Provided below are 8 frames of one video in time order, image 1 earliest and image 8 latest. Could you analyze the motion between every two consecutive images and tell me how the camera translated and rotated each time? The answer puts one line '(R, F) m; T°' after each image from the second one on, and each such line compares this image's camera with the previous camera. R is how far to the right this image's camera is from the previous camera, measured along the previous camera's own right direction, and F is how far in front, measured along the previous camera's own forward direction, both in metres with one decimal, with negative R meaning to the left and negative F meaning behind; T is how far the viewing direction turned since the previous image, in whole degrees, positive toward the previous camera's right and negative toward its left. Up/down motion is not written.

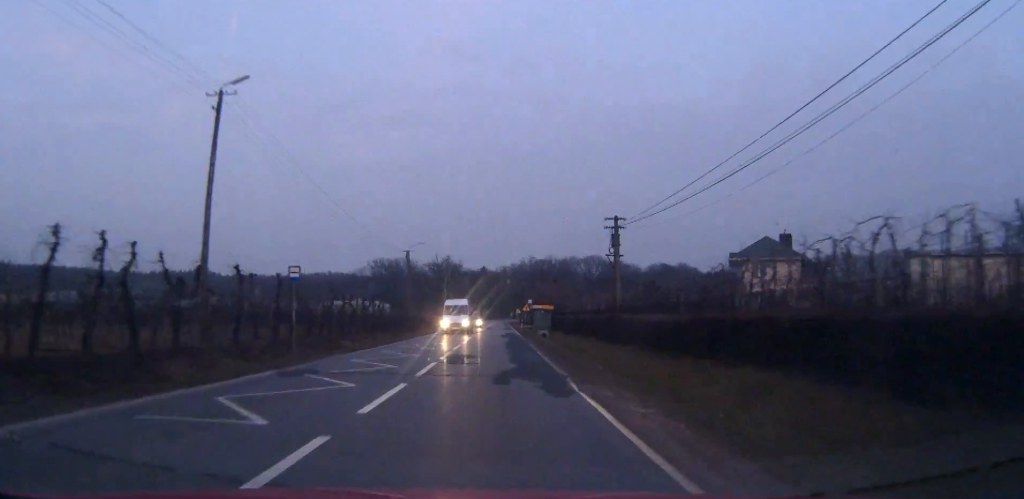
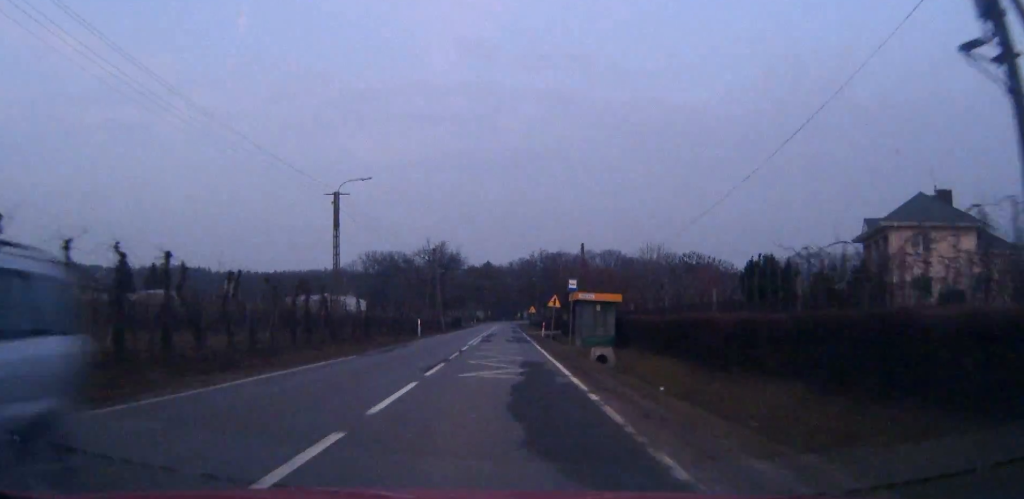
(0.0, +36.1) m; 0°
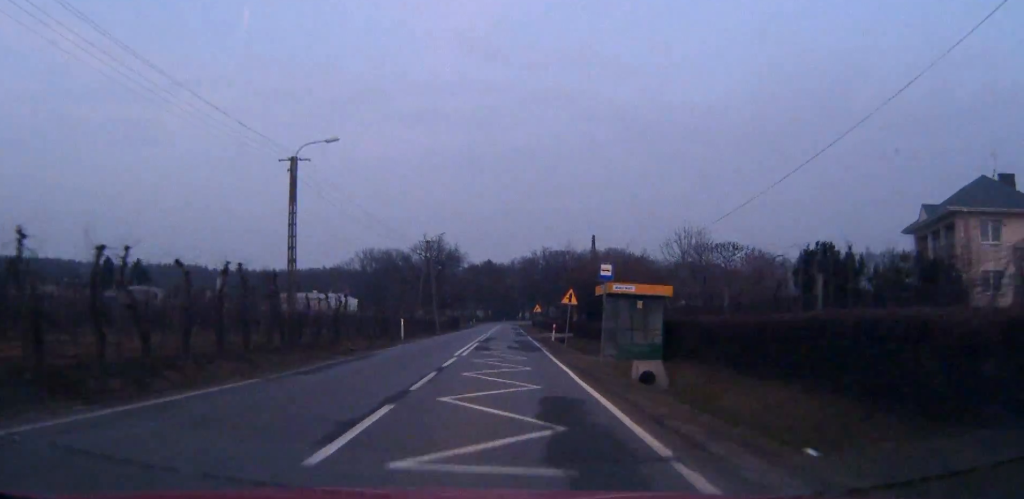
(0.0, +9.3) m; 0°
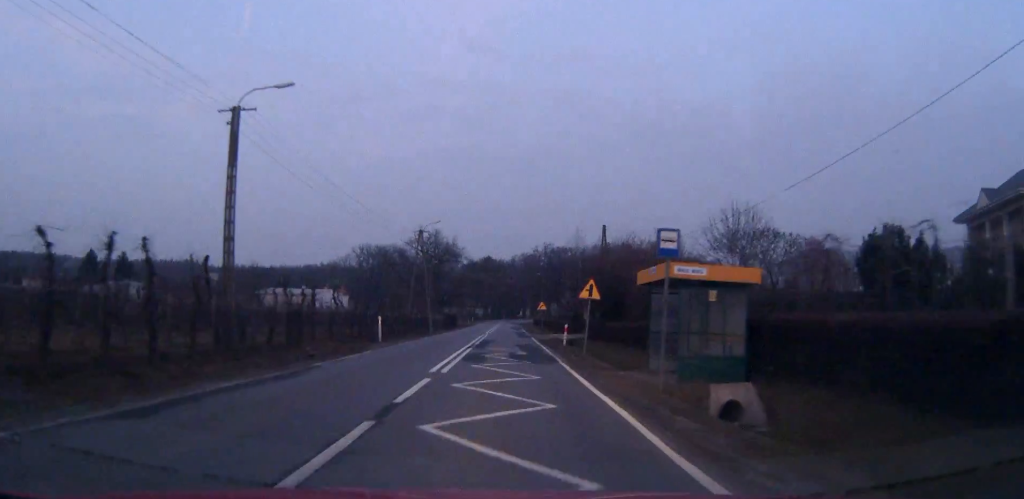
(0.0, +7.9) m; 0°
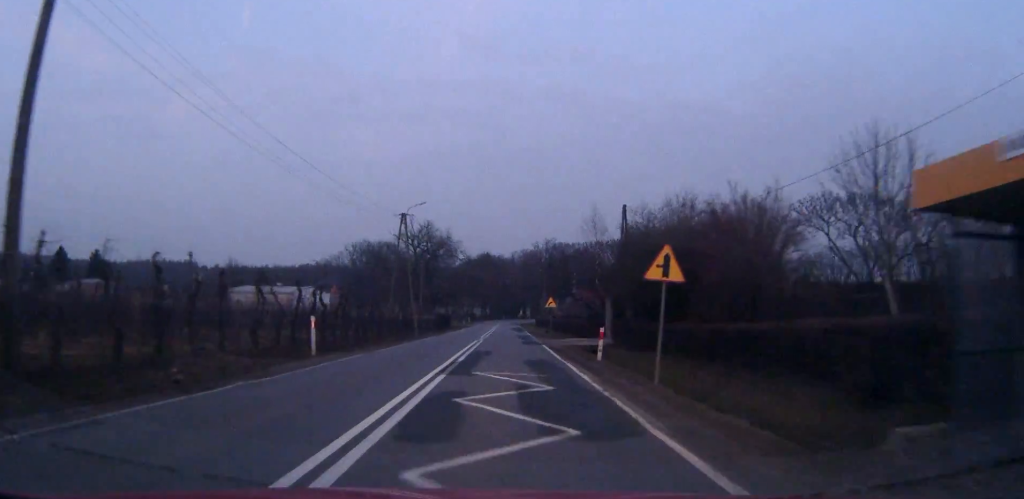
(0.0, +12.6) m; 0°
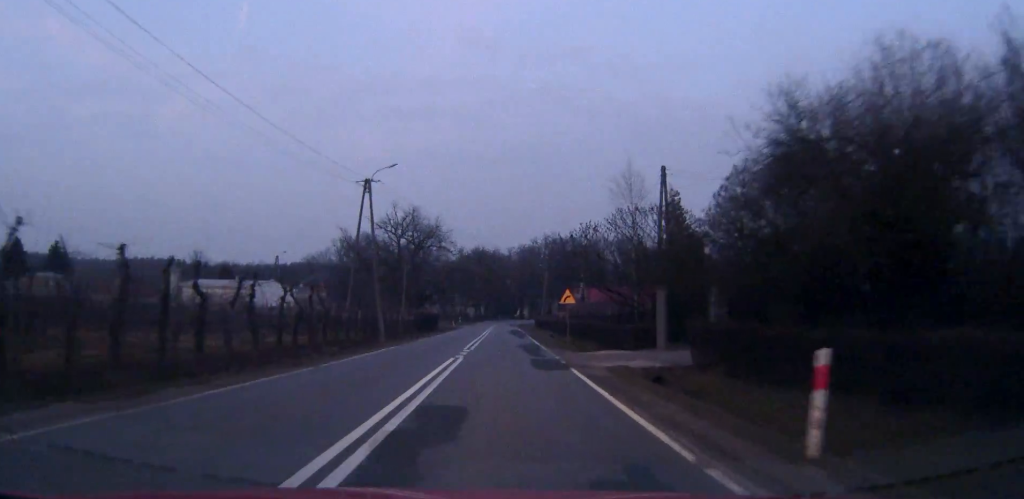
(+0.1, +15.8) m; 0°
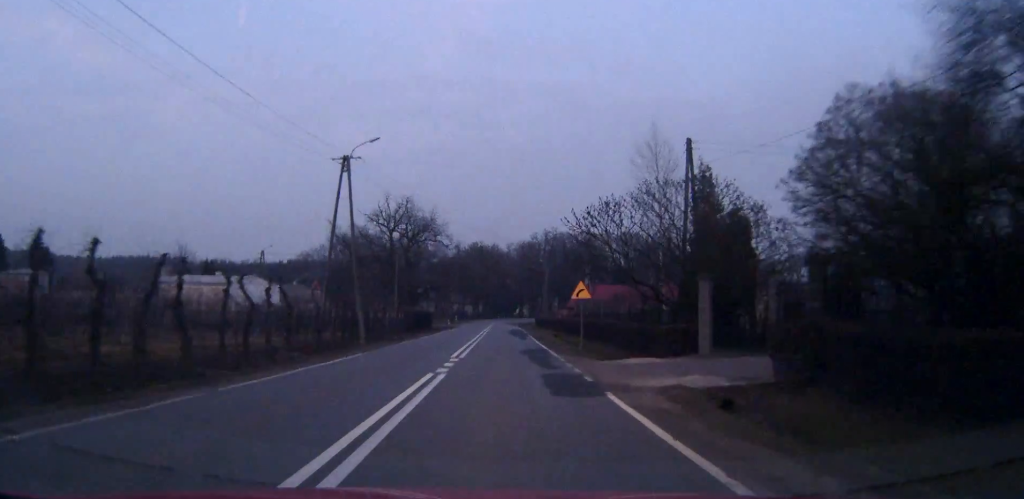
(0.0, +6.4) m; 0°
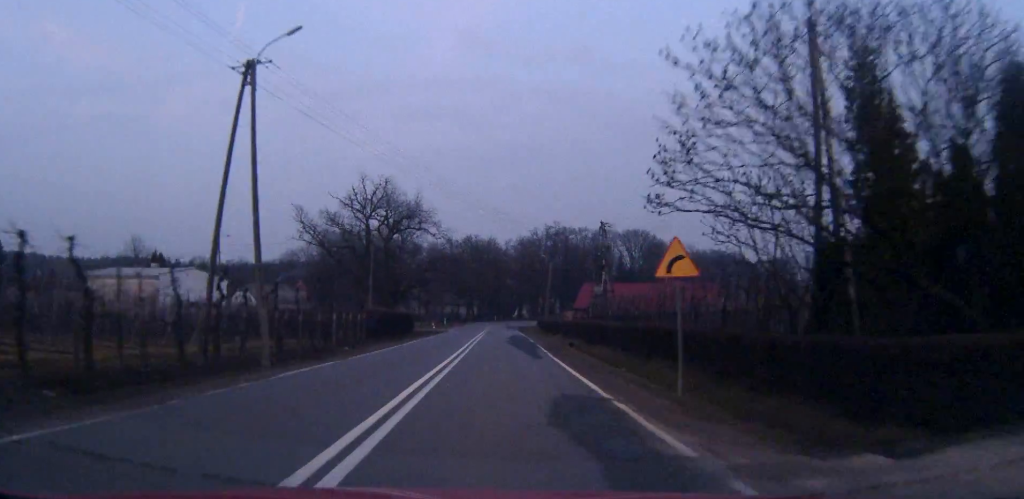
(0.0, +16.5) m; 0°
